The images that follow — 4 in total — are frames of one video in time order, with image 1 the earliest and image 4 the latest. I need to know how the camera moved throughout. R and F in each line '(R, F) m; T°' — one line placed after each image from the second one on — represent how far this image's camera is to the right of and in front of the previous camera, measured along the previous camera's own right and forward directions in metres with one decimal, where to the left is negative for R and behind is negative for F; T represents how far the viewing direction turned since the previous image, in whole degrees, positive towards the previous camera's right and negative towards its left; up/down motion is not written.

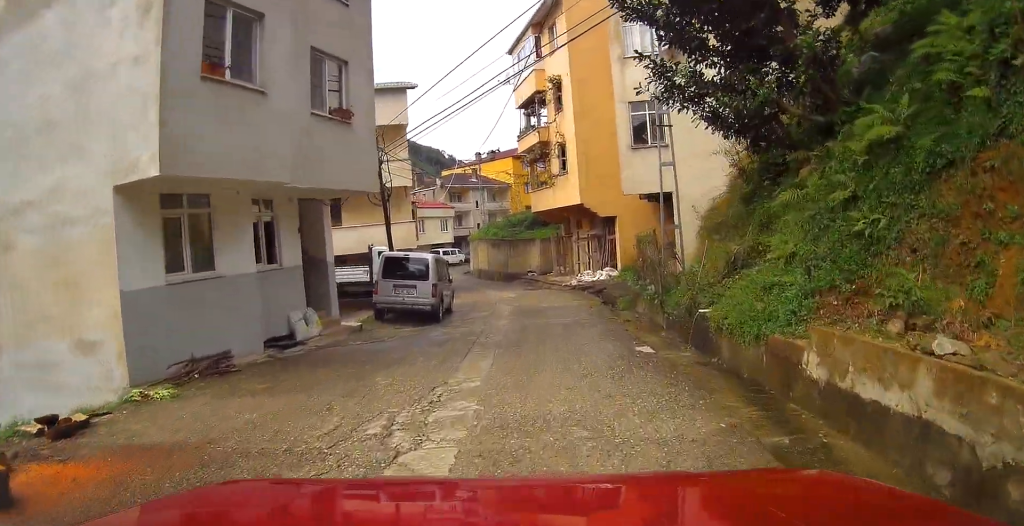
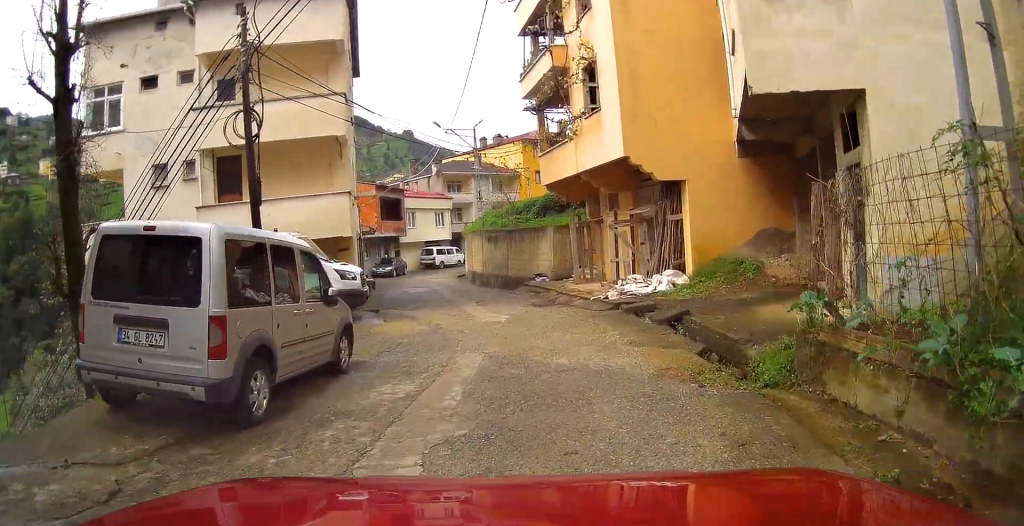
(+0.2, +10.2) m; -1°
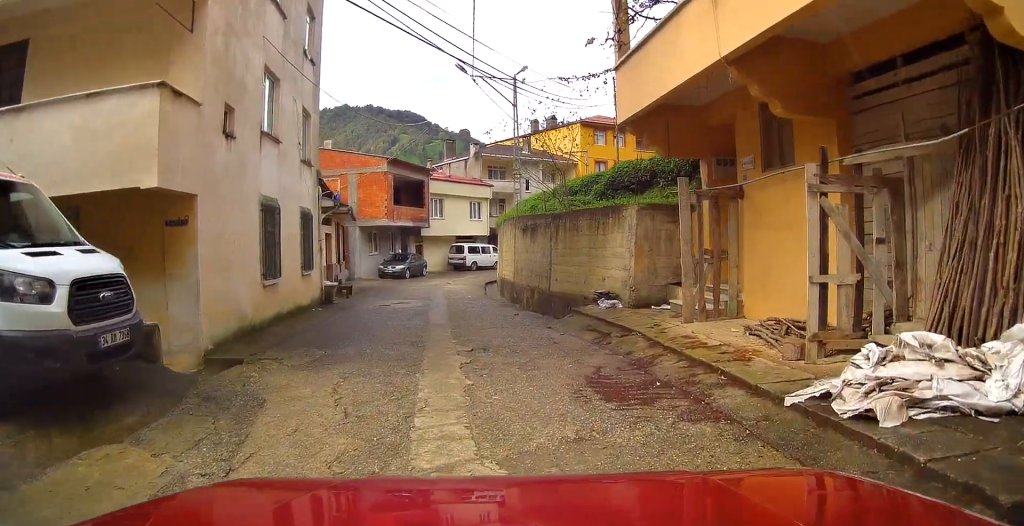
(-0.2, +10.2) m; -3°
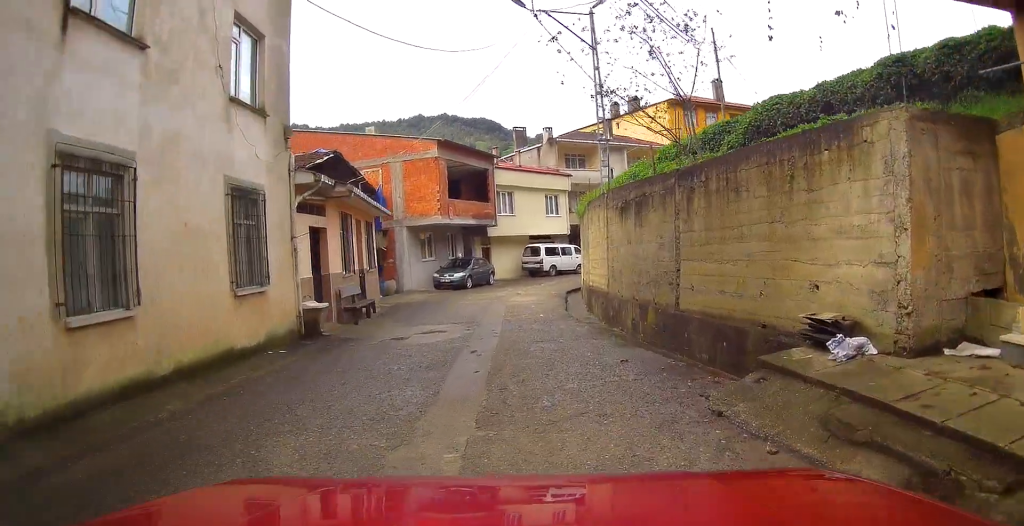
(-0.1, +6.9) m; -2°
